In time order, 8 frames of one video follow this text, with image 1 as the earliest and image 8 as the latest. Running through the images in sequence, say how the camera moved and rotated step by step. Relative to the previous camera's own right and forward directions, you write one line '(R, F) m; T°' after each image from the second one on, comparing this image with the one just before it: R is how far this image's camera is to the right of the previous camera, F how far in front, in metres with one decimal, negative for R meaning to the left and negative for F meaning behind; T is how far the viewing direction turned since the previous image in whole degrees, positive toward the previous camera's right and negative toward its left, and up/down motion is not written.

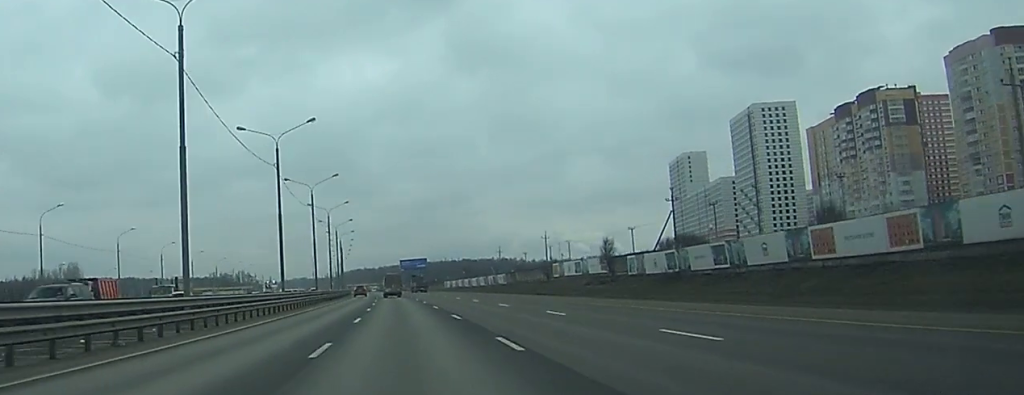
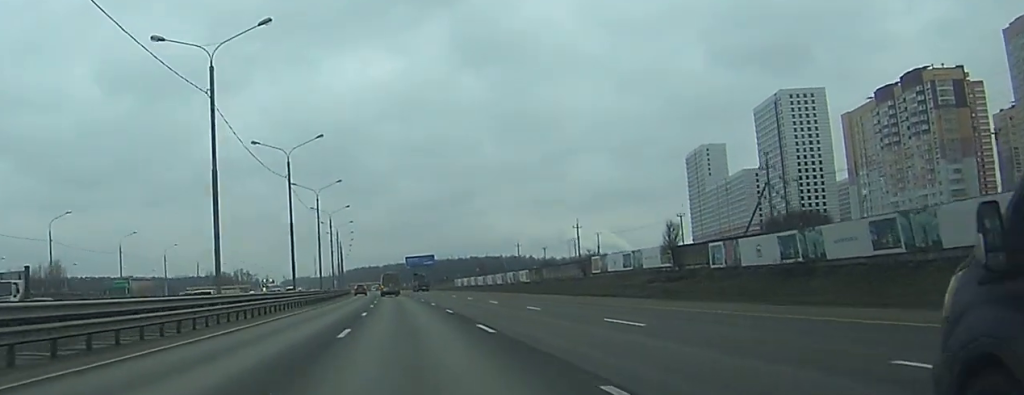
(-0.1, +26.4) m; 0°
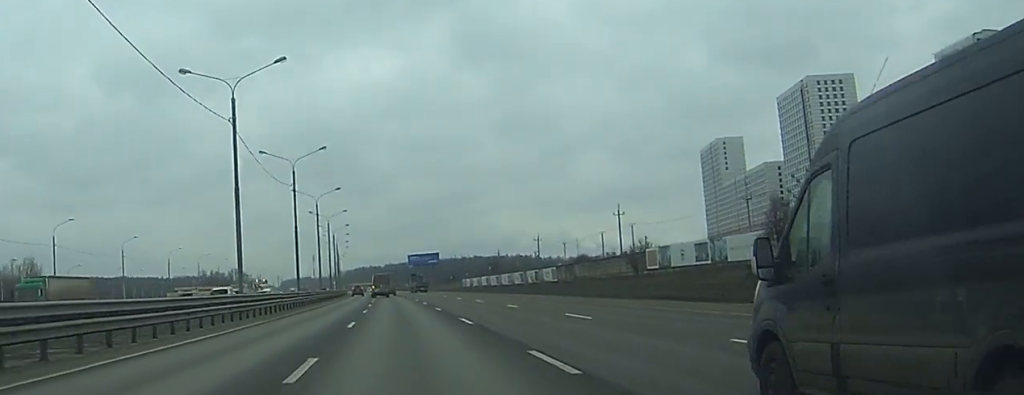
(-0.1, +26.5) m; 0°
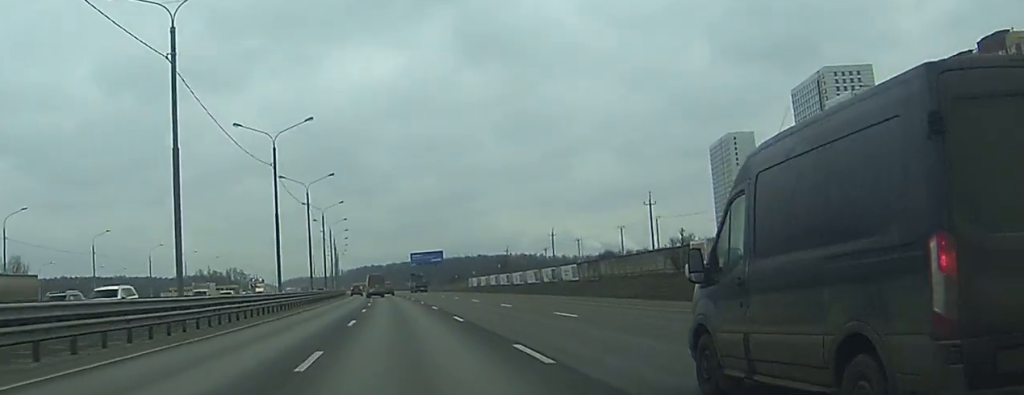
(0.0, +14.2) m; 0°
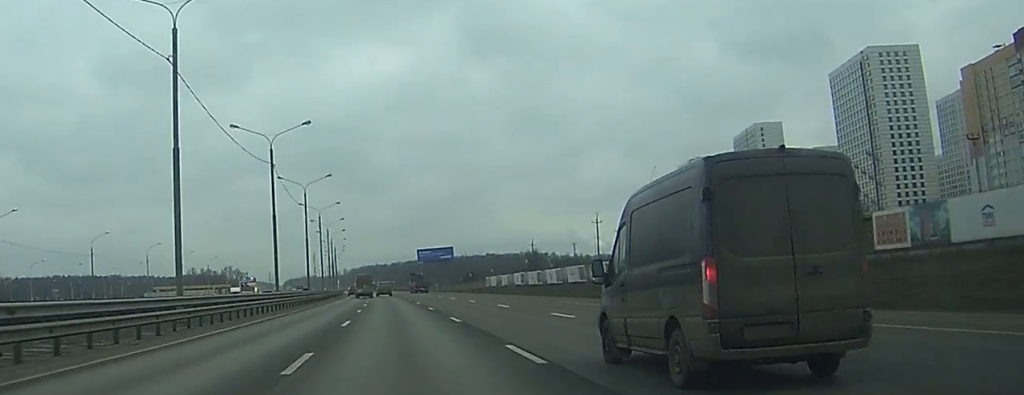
(-0.2, +32.4) m; 0°
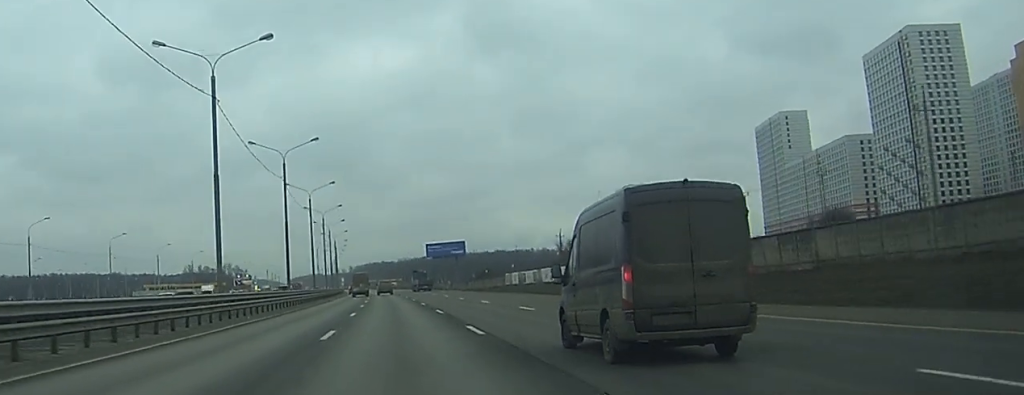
(+0.1, +24.2) m; 0°
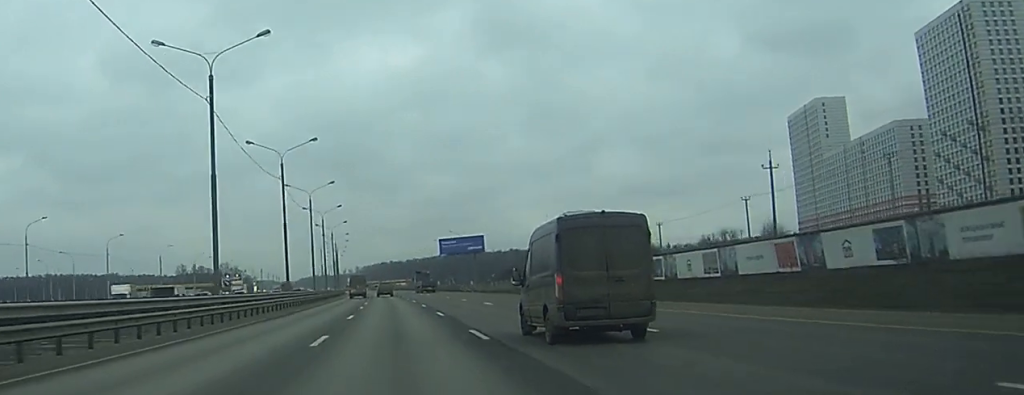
(-0.3, +34.1) m; -1°
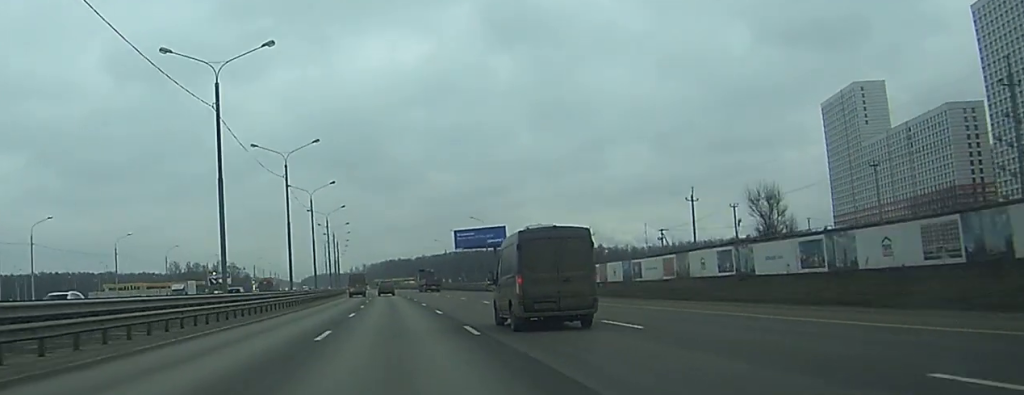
(0.0, +31.3) m; 0°
